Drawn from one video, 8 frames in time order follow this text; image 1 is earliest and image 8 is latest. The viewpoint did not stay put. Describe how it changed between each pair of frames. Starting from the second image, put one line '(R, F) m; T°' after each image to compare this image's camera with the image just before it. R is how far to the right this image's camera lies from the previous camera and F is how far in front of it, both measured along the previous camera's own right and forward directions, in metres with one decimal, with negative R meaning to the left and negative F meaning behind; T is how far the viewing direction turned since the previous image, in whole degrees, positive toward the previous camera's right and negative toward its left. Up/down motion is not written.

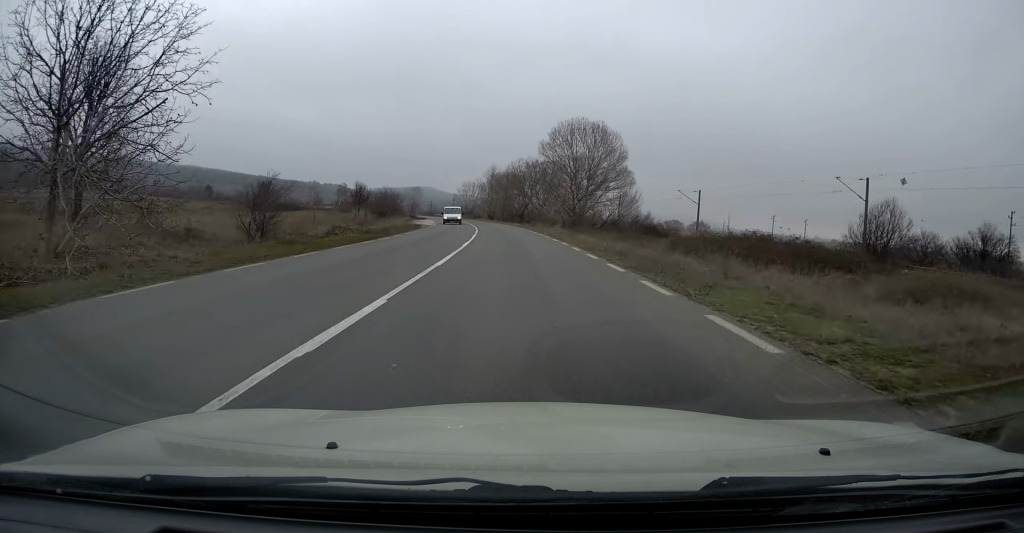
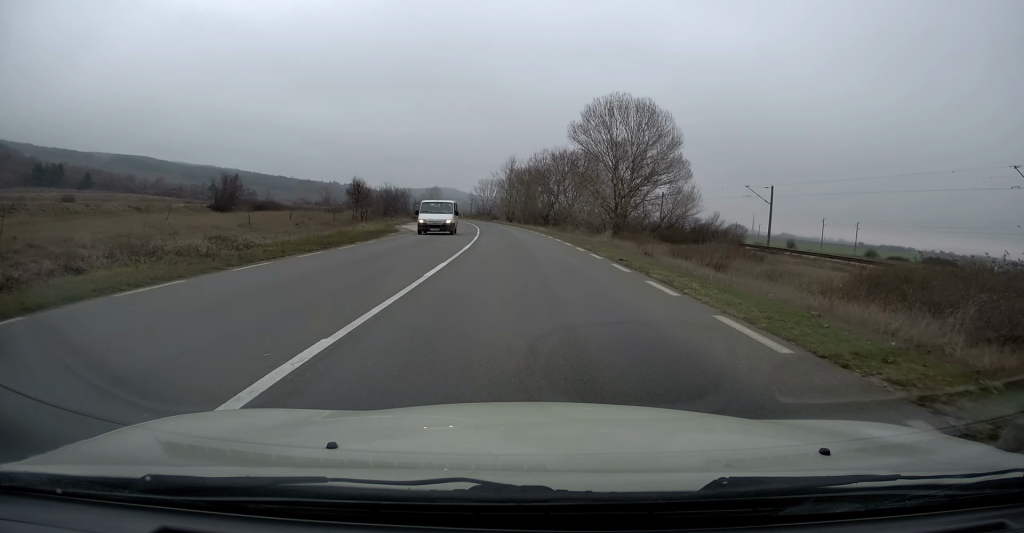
(-0.4, +17.9) m; -2°
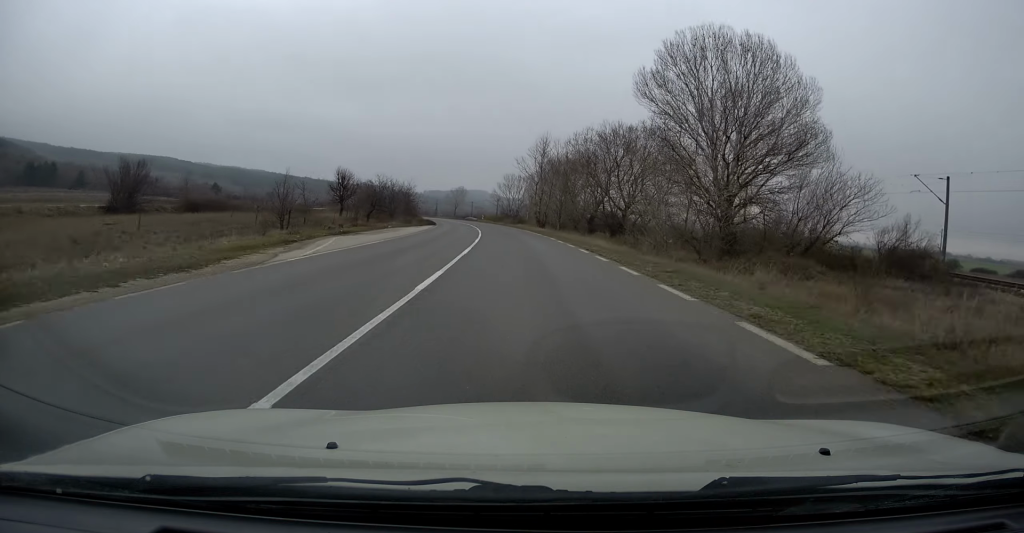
(-0.4, +26.3) m; -3°
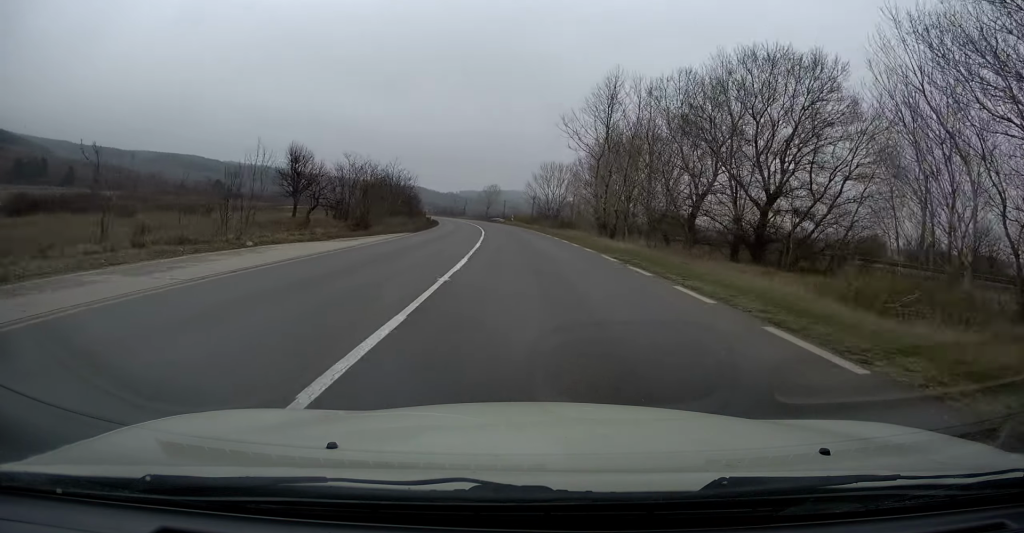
(-1.1, +31.3) m; -3°
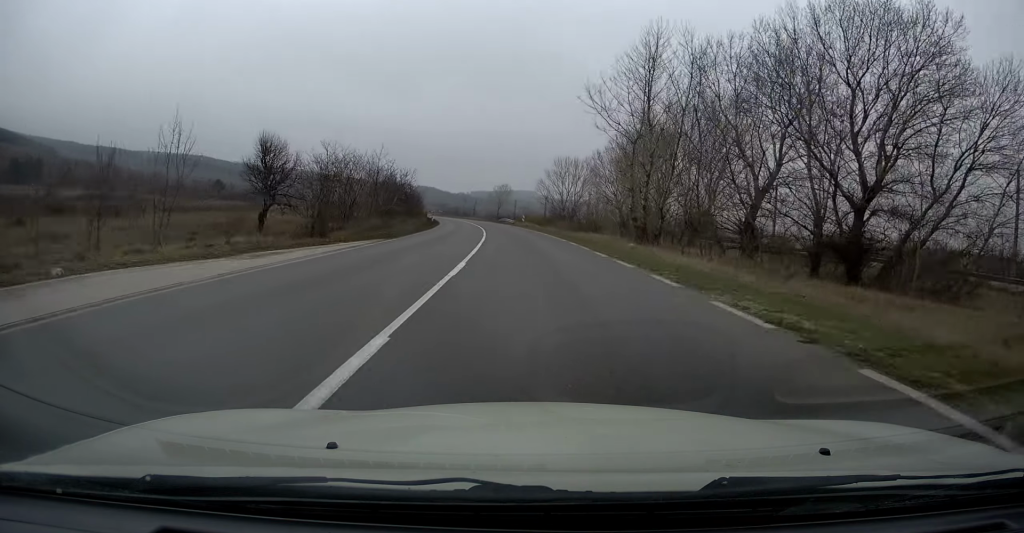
(0.0, +9.9) m; -1°
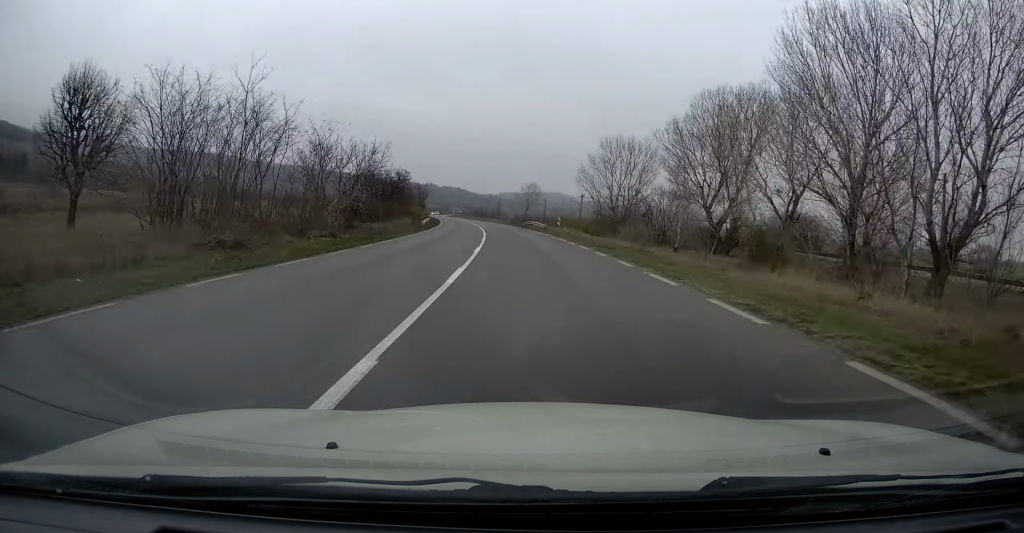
(-0.7, +27.7) m; -3°
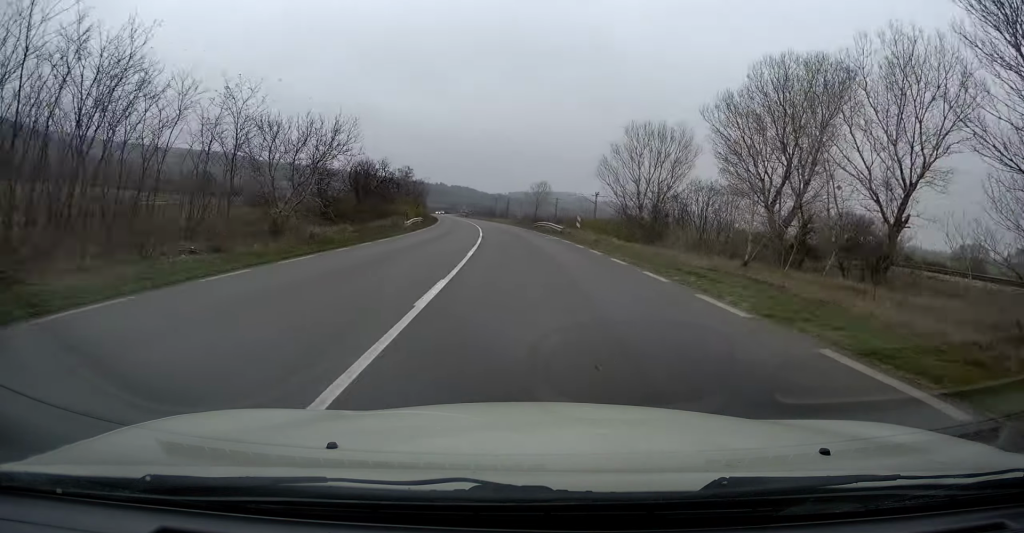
(-0.1, +11.7) m; -1°
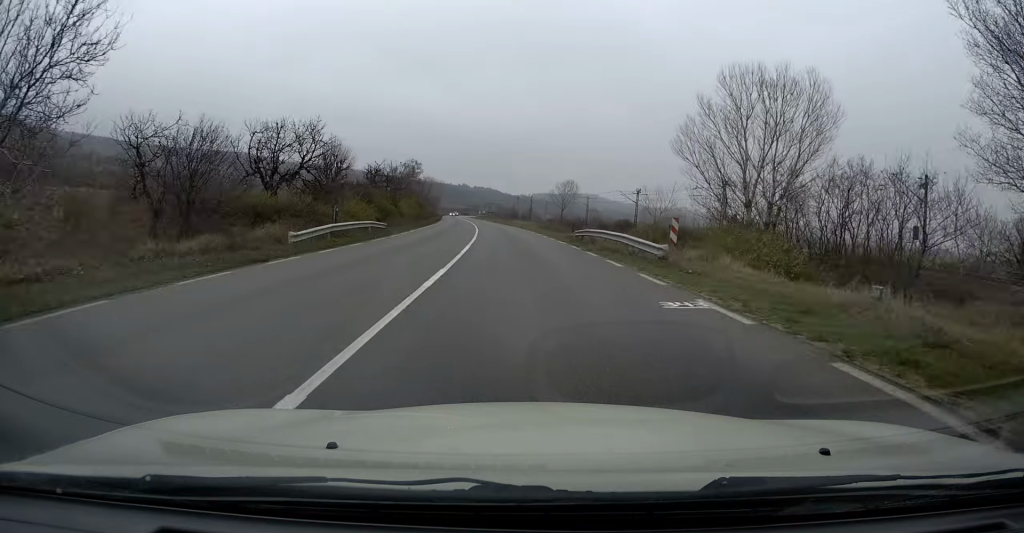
(-0.4, +25.1) m; -2°
